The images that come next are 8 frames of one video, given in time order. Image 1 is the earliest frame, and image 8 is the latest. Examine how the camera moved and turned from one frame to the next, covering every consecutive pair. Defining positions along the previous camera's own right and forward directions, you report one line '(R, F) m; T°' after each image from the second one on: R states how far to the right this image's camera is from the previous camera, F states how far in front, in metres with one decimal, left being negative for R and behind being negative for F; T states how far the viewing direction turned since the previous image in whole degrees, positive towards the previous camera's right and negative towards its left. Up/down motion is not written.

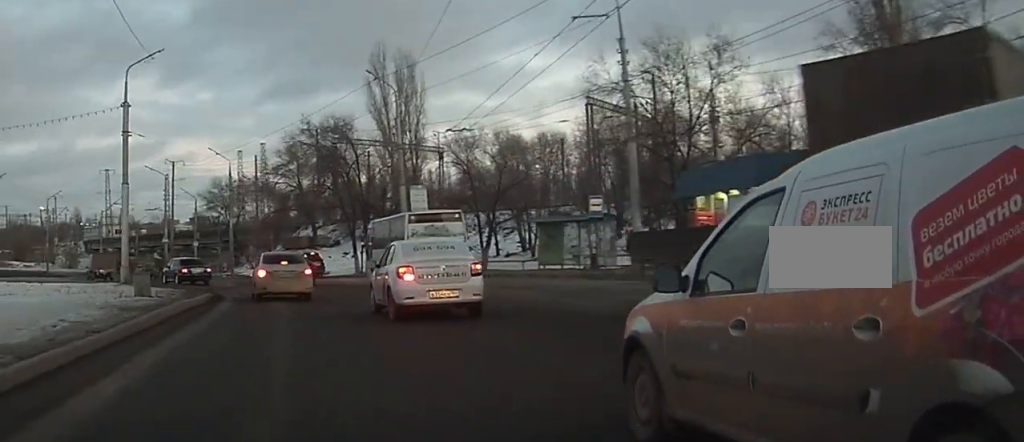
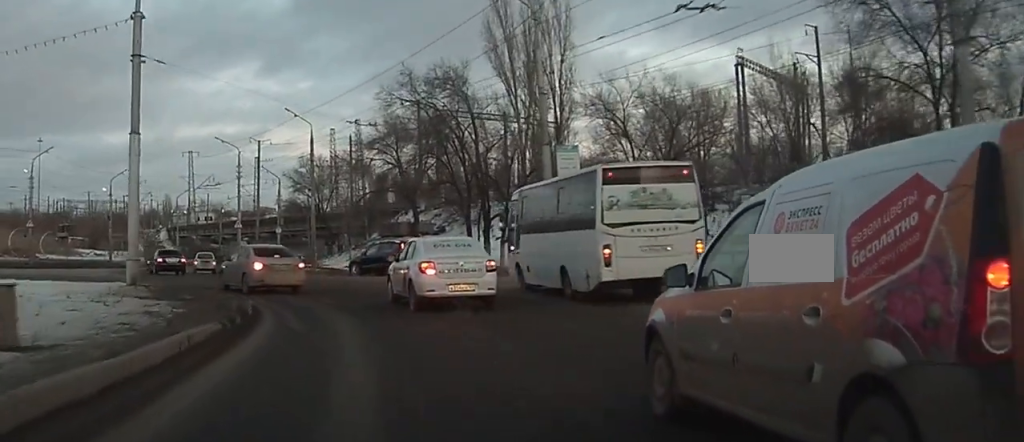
(-1.6, +13.2) m; 0°
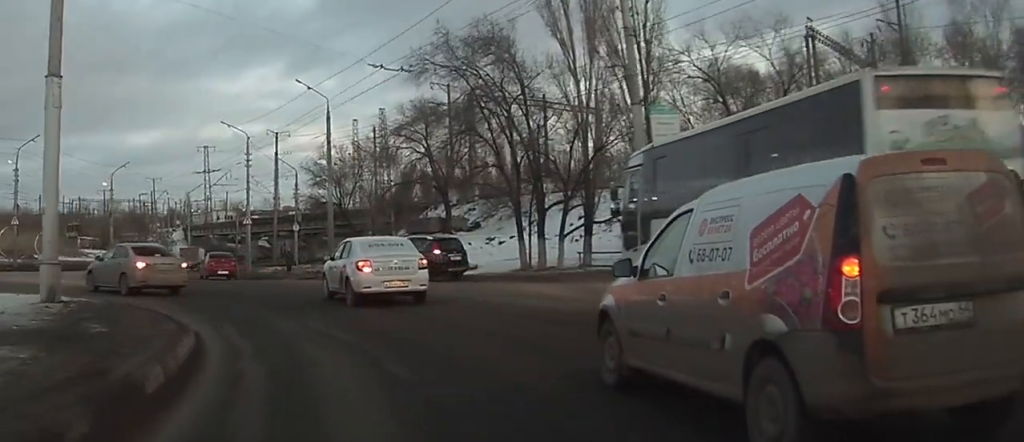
(+1.2, +6.9) m; +3°
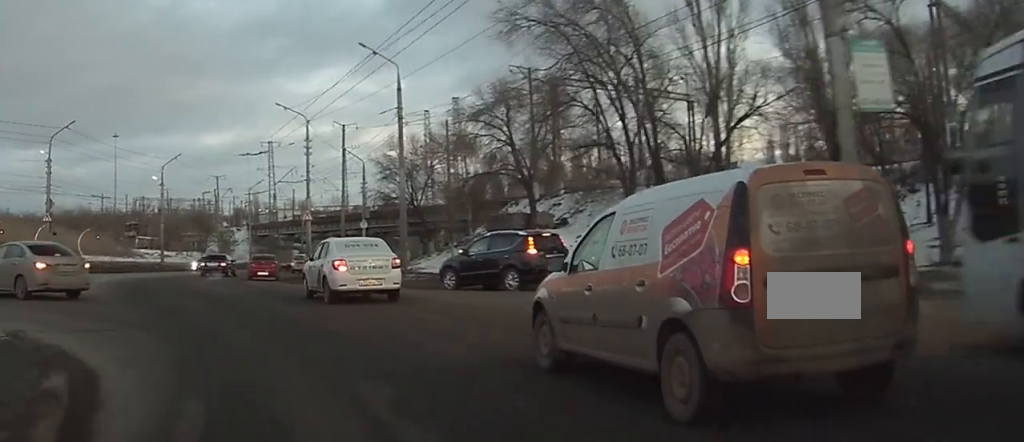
(-0.8, +6.3) m; -17°
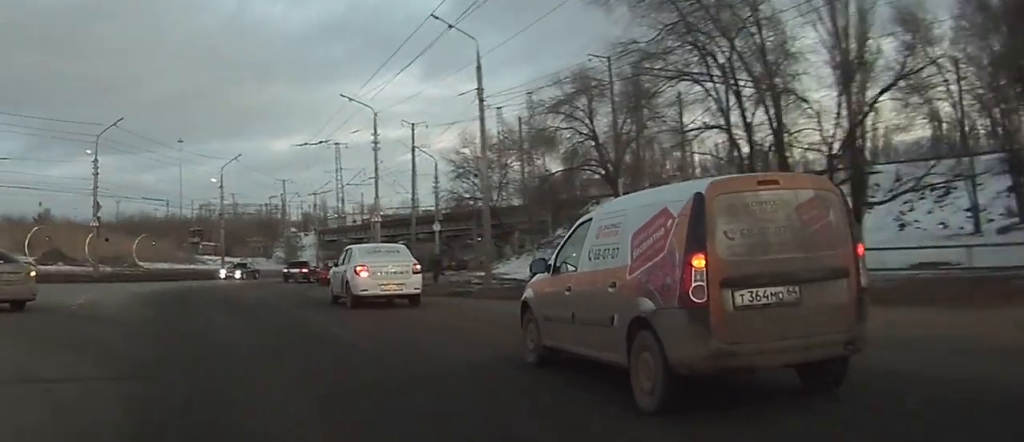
(-0.4, +4.2) m; -11°
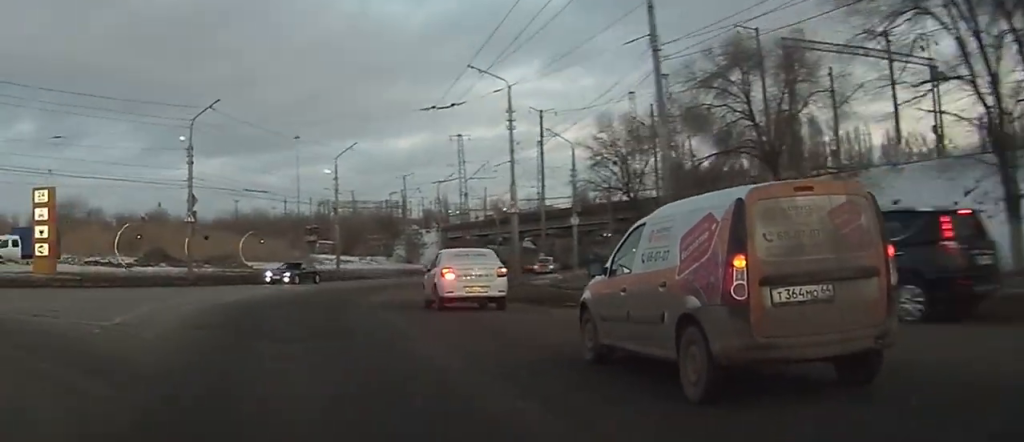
(-0.9, +6.6) m; -10°
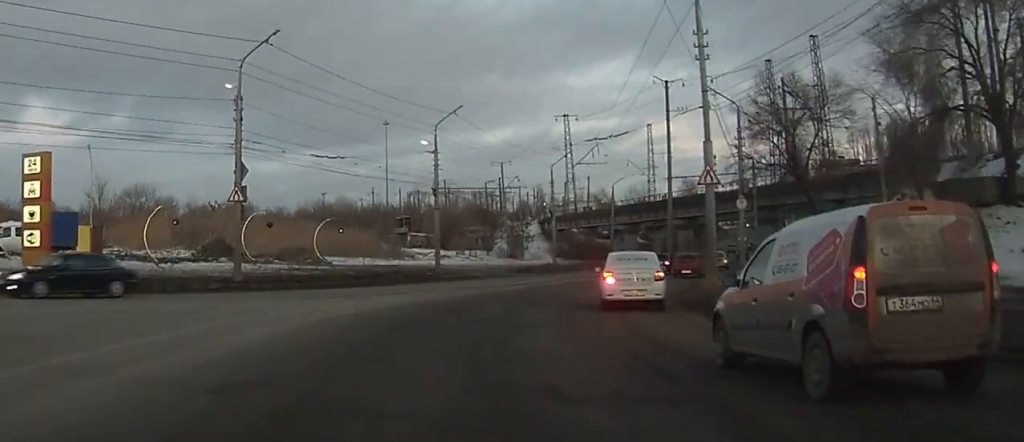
(-1.2, +16.5) m; -5°
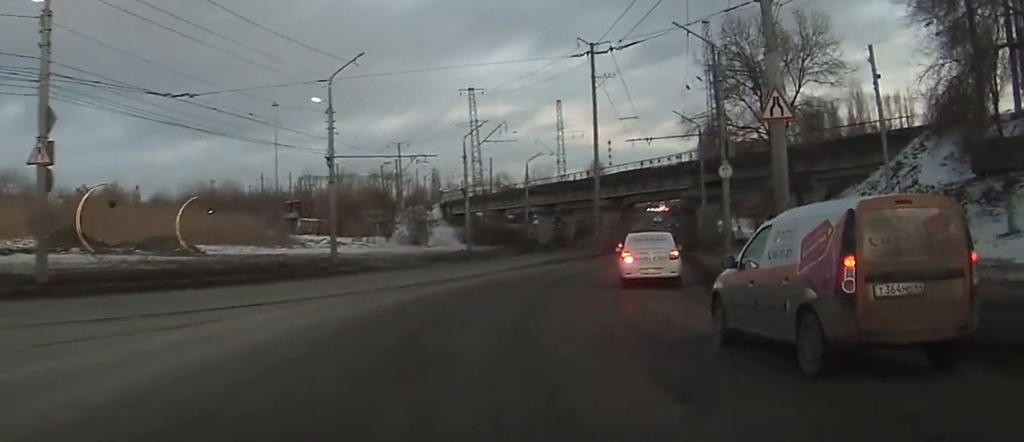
(-0.1, +13.2) m; +3°
